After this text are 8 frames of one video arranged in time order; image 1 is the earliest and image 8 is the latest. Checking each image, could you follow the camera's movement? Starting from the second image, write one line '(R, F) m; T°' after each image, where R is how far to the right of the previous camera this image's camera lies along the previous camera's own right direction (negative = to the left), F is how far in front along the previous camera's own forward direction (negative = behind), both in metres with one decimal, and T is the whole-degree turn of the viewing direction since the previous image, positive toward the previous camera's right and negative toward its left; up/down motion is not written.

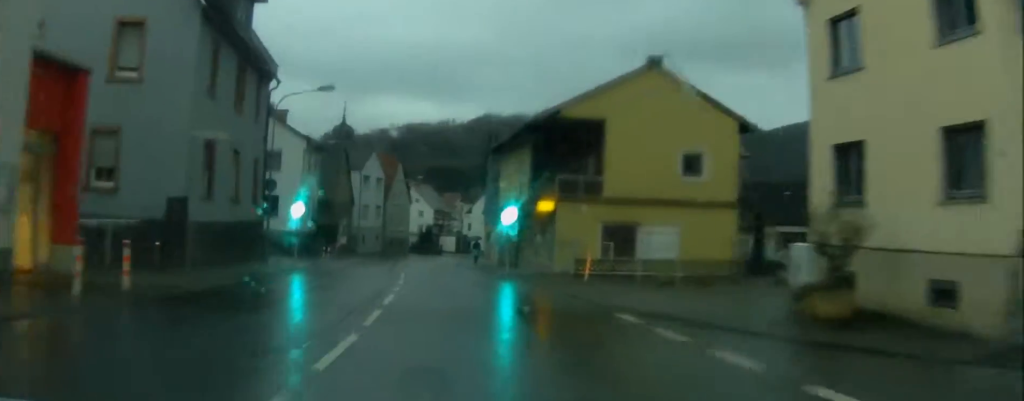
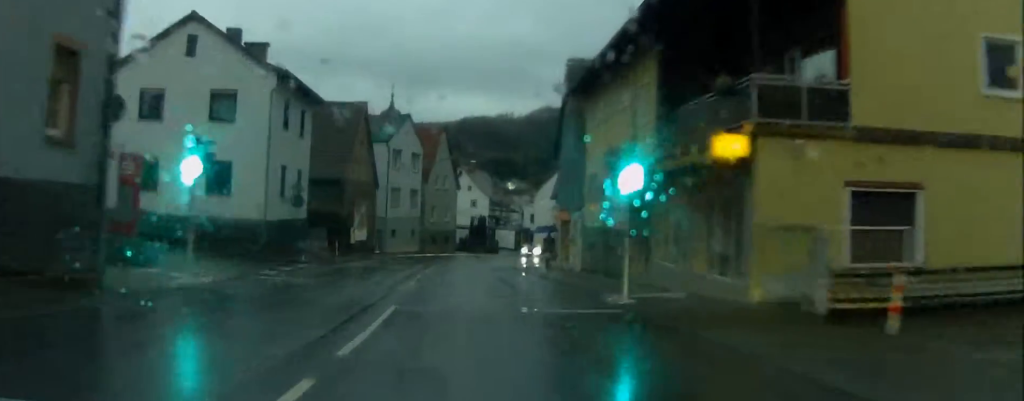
(-0.6, +21.5) m; -3°
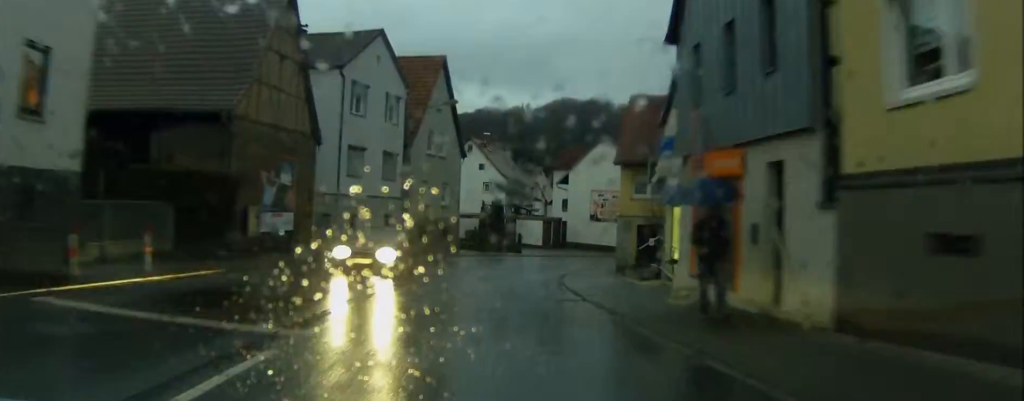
(-0.6, +25.8) m; -2°
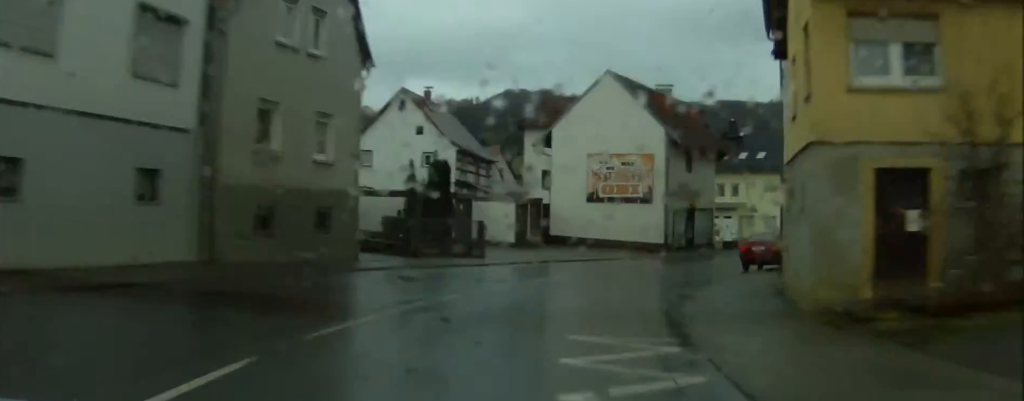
(-0.1, +27.9) m; +3°
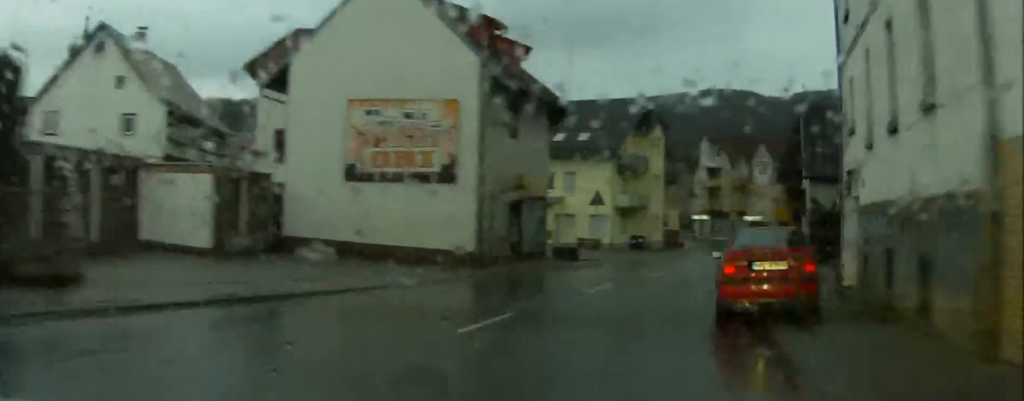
(+1.3, +20.3) m; +11°
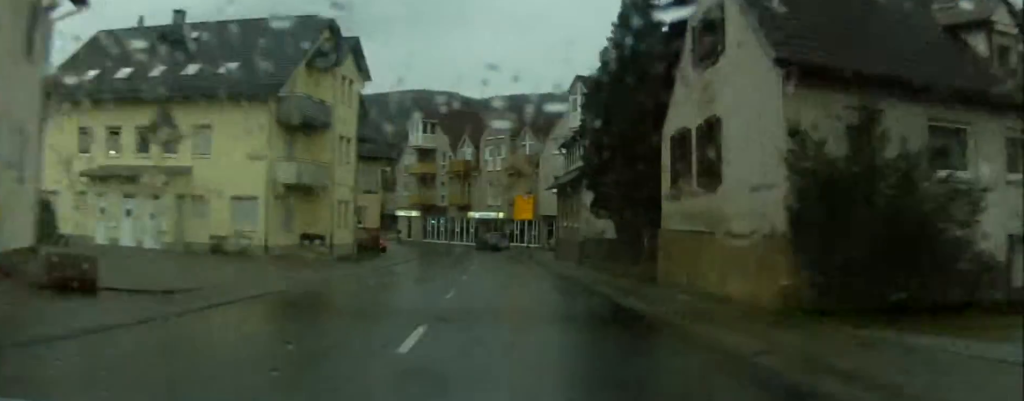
(+4.5, +27.1) m; +17°
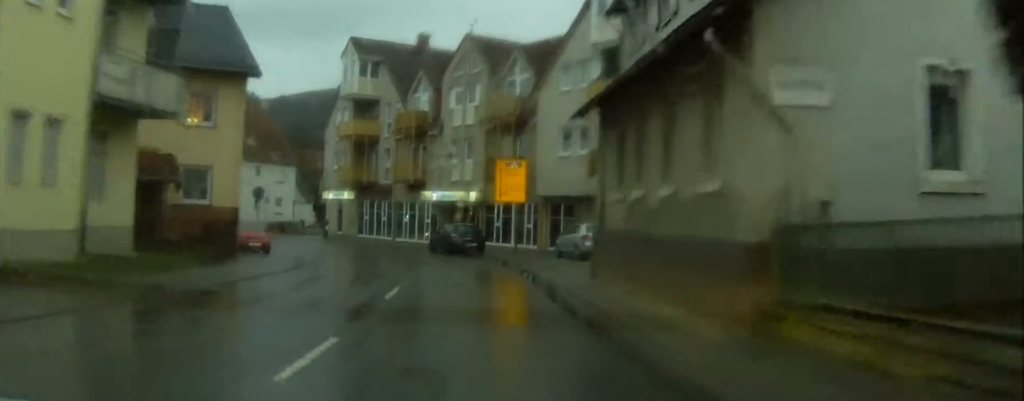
(+3.2, +28.7) m; +6°
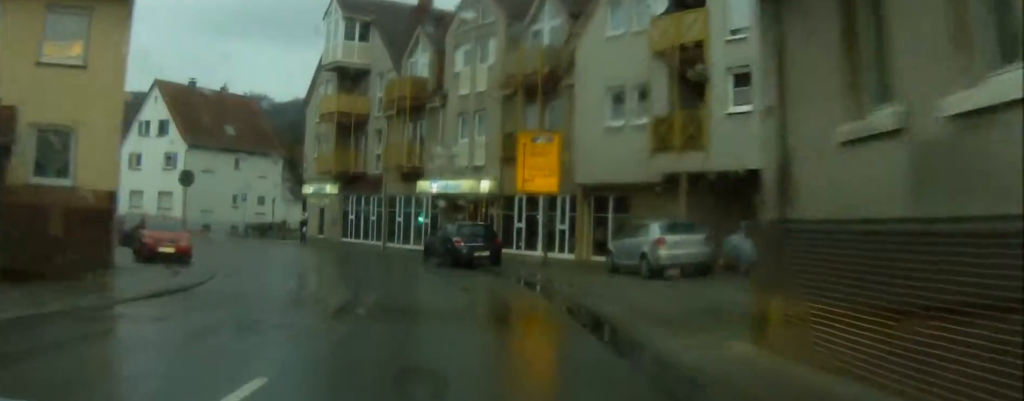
(+0.1, +11.9) m; -1°
